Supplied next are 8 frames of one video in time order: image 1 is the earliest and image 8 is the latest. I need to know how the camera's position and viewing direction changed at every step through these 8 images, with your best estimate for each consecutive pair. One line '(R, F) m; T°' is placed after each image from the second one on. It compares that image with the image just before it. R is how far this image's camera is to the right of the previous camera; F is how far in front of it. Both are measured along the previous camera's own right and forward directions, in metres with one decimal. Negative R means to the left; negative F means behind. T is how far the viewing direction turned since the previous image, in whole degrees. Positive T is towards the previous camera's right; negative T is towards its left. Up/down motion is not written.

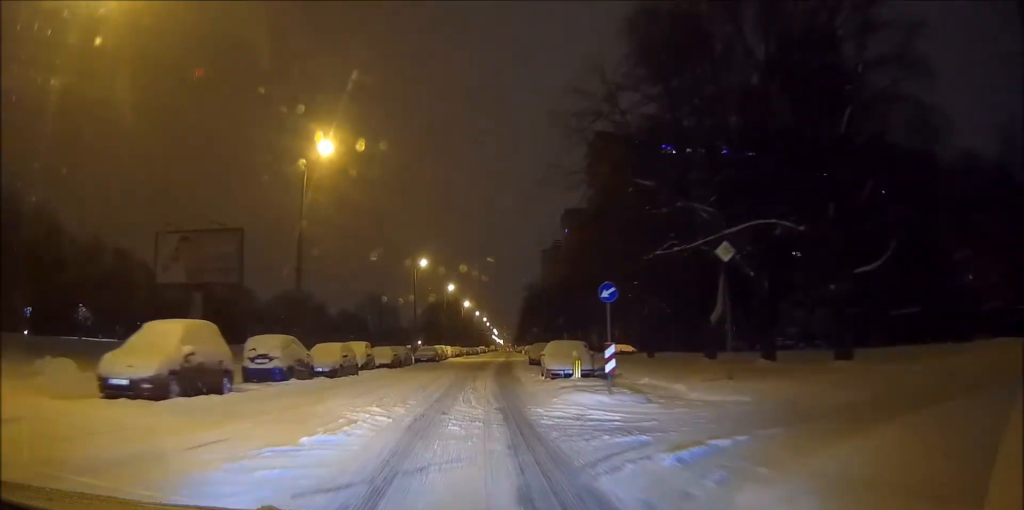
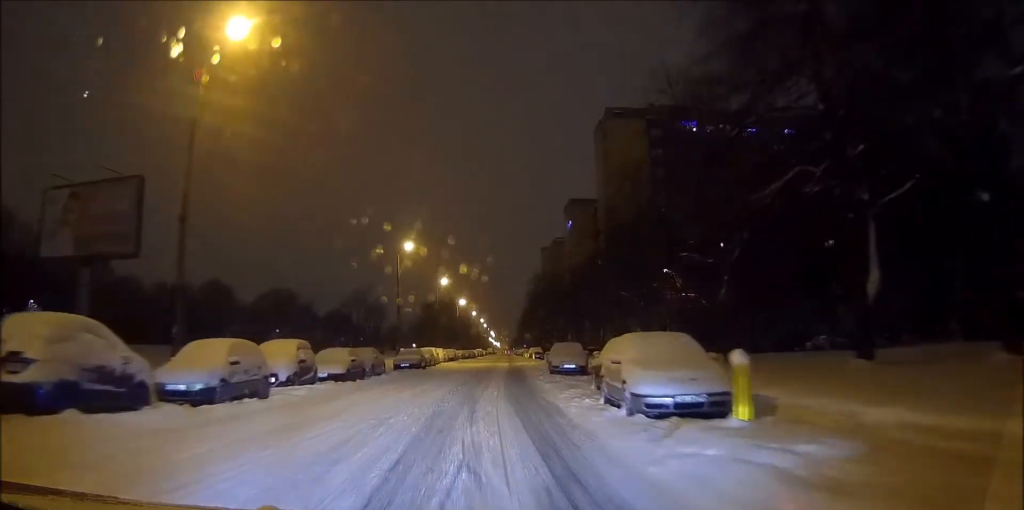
(-0.2, +13.4) m; -1°
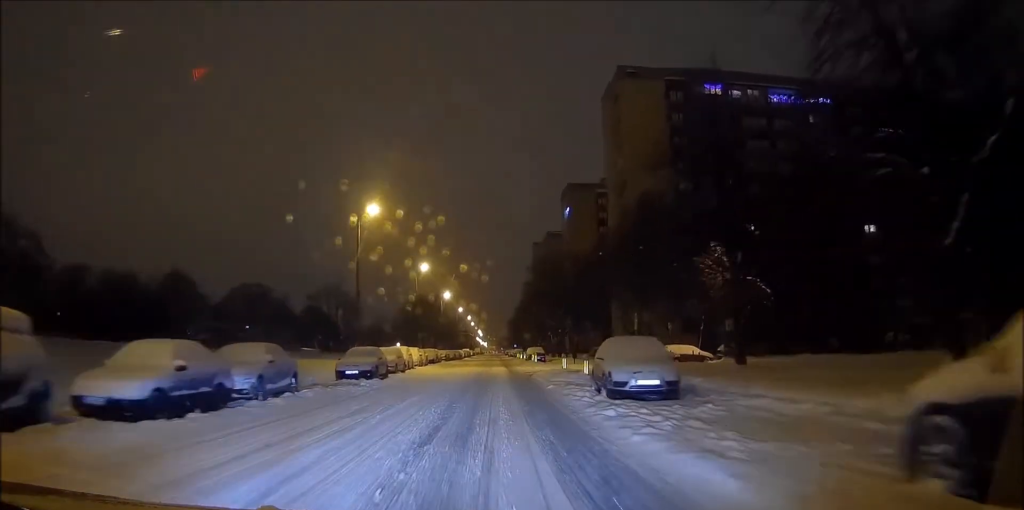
(+0.5, +15.5) m; +3°
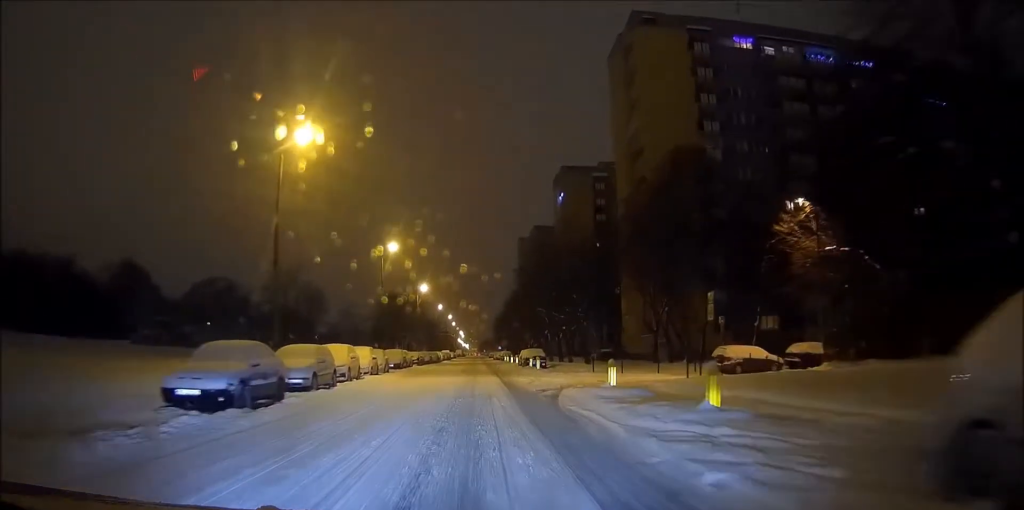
(+0.2, +15.6) m; +1°
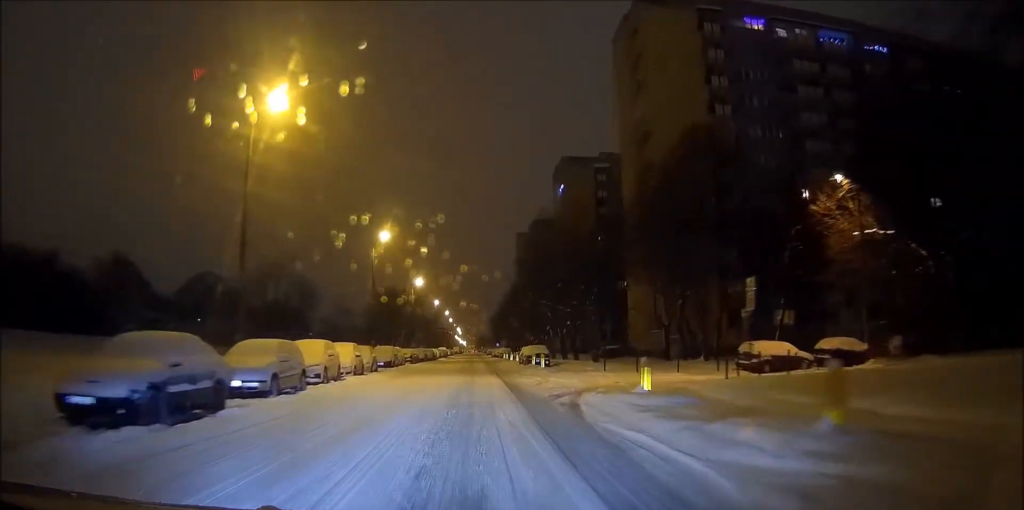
(0.0, +4.1) m; 0°
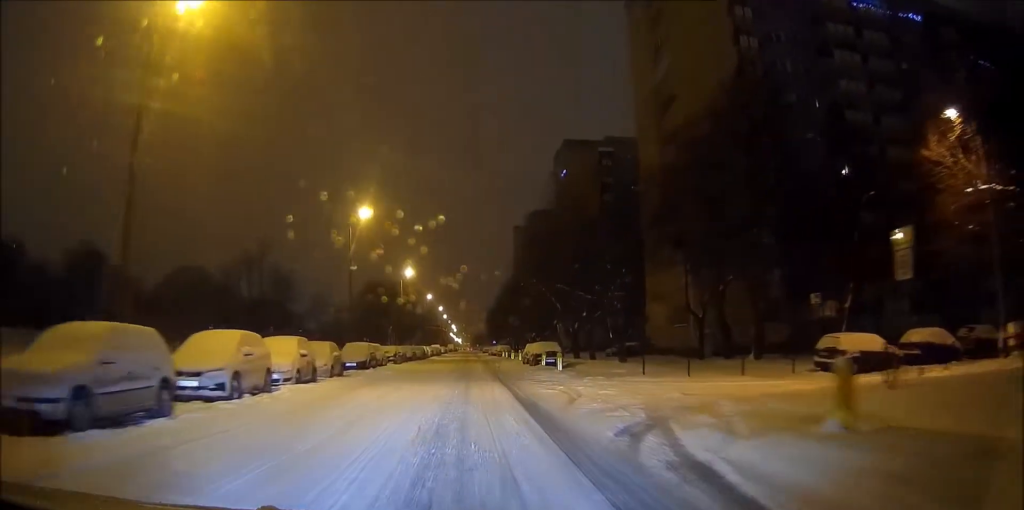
(-0.1, +8.9) m; -1°
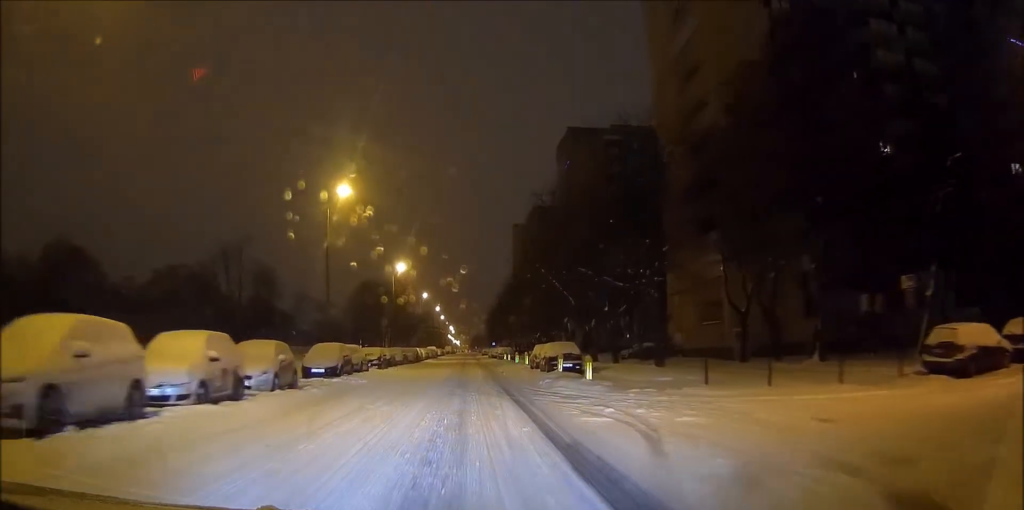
(0.0, +7.4) m; 0°
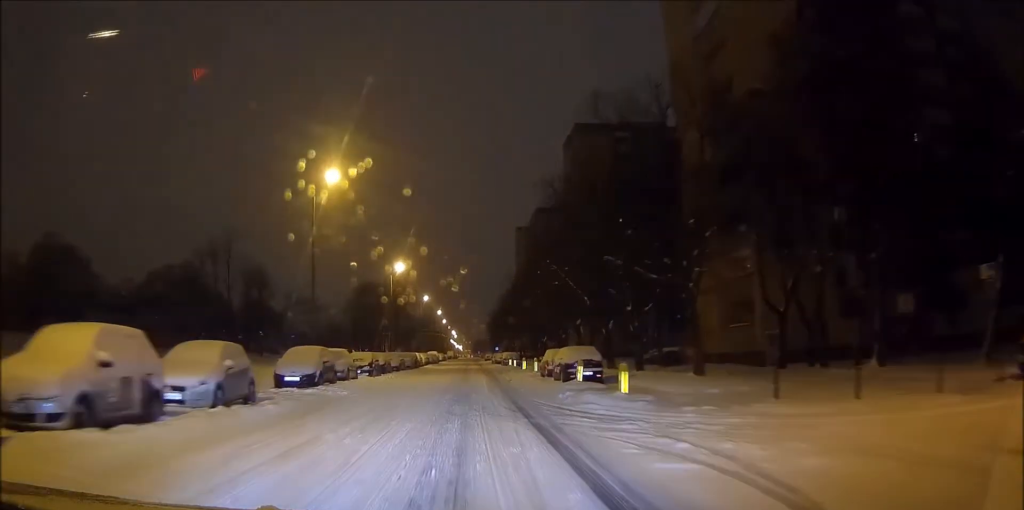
(0.0, +4.5) m; 0°
